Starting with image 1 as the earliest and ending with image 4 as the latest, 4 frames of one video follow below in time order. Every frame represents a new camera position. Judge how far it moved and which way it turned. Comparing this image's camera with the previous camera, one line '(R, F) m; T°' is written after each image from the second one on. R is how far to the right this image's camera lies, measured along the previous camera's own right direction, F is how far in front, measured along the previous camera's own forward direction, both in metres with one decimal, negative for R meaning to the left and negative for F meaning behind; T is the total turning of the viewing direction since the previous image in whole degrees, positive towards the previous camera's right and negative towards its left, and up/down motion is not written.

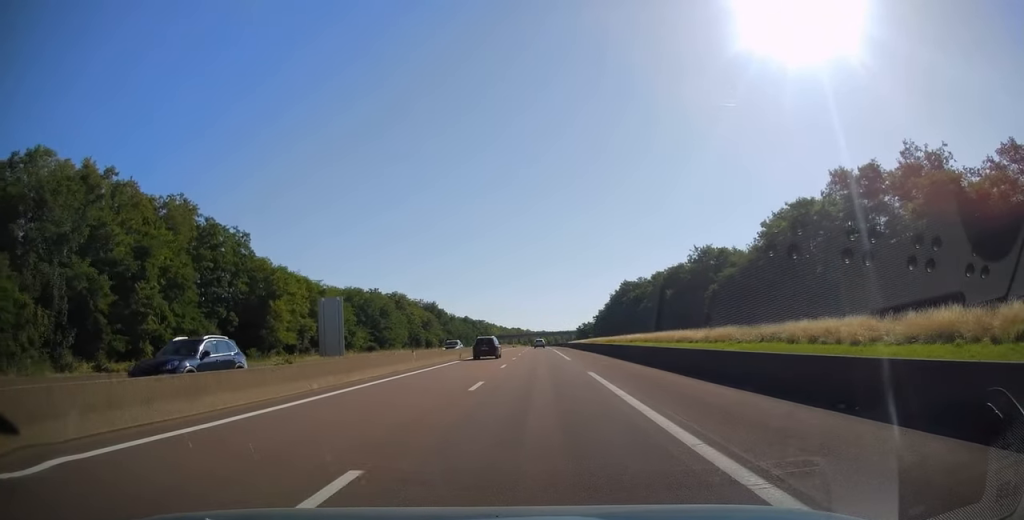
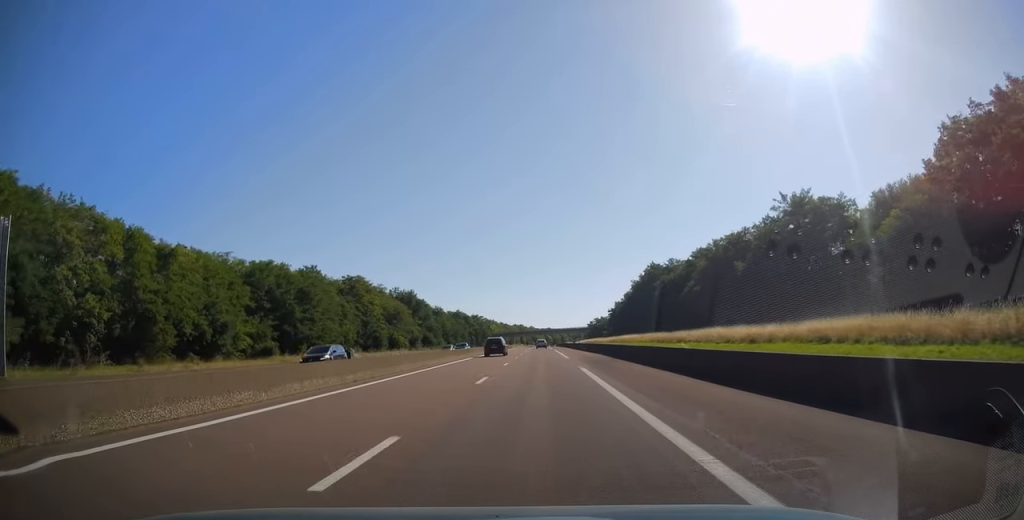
(-0.7, +49.5) m; -1°
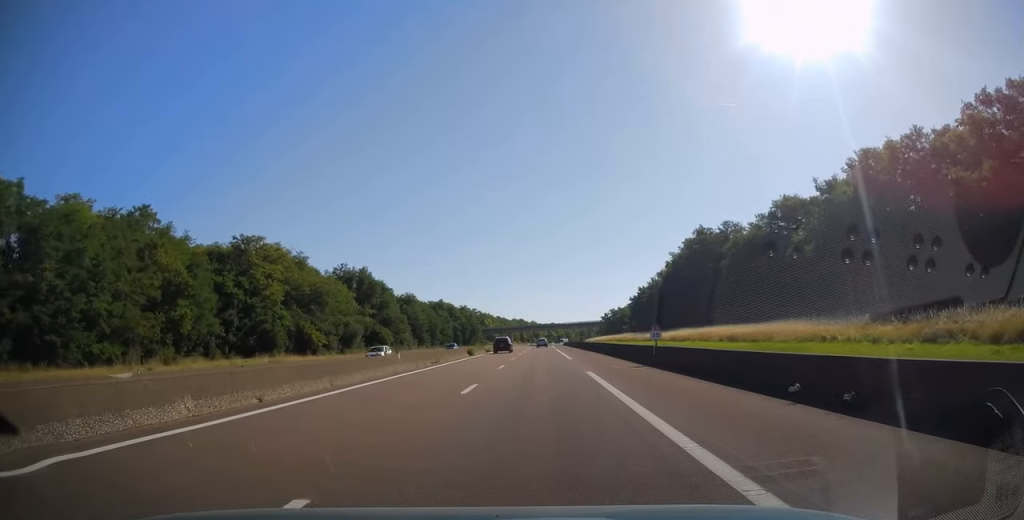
(0.0, +55.3) m; 0°
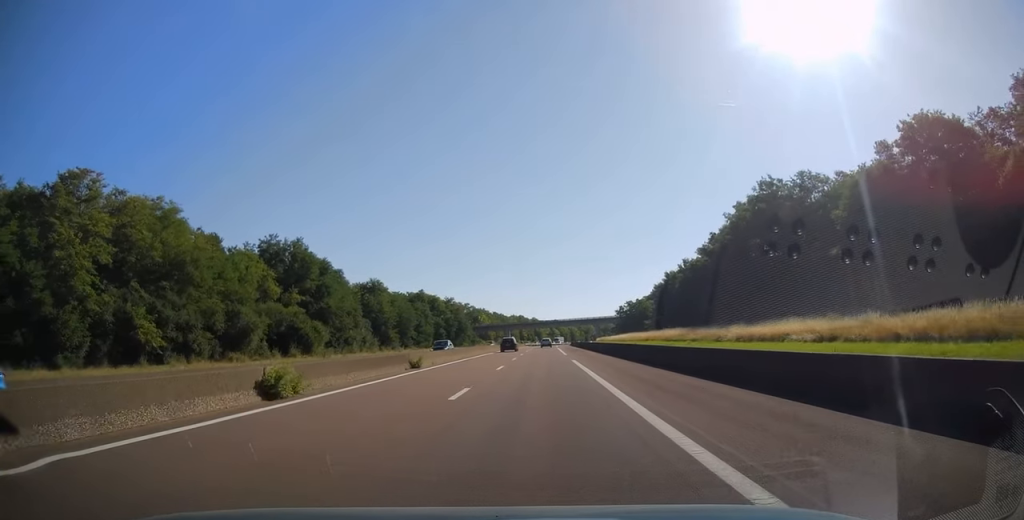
(+0.1, +40.3) m; 0°
